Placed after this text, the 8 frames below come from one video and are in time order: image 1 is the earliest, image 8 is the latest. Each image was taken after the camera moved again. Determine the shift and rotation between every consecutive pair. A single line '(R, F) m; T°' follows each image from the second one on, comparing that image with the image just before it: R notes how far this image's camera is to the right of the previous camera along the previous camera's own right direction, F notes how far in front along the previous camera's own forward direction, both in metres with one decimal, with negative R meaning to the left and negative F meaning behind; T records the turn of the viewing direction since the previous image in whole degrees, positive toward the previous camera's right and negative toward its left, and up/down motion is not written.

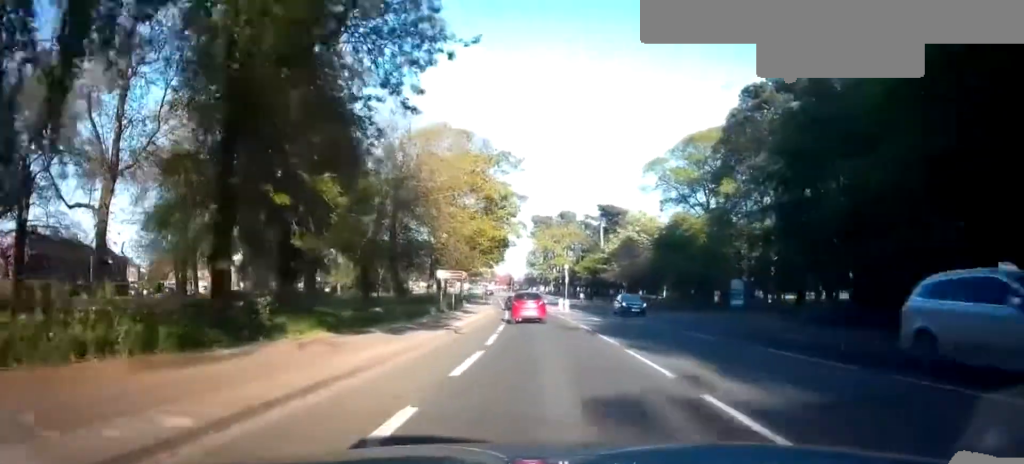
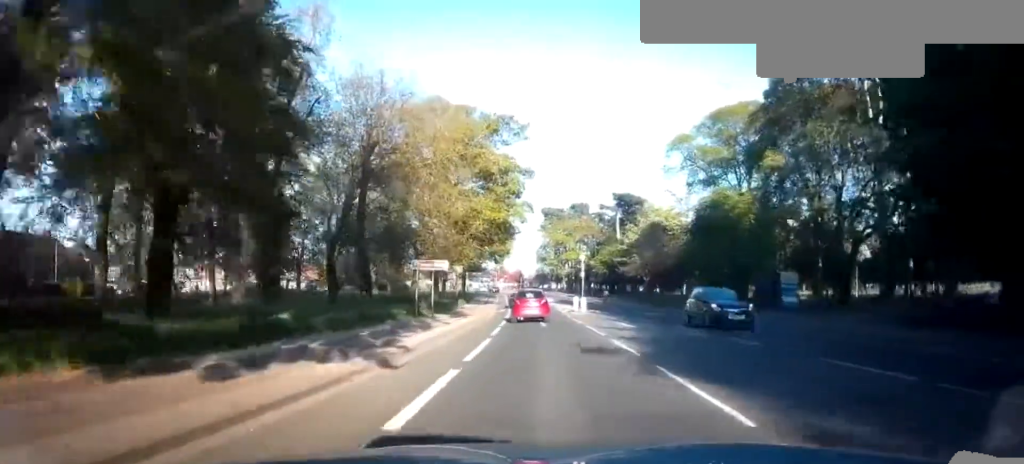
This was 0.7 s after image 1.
(-0.2, +9.2) m; 0°
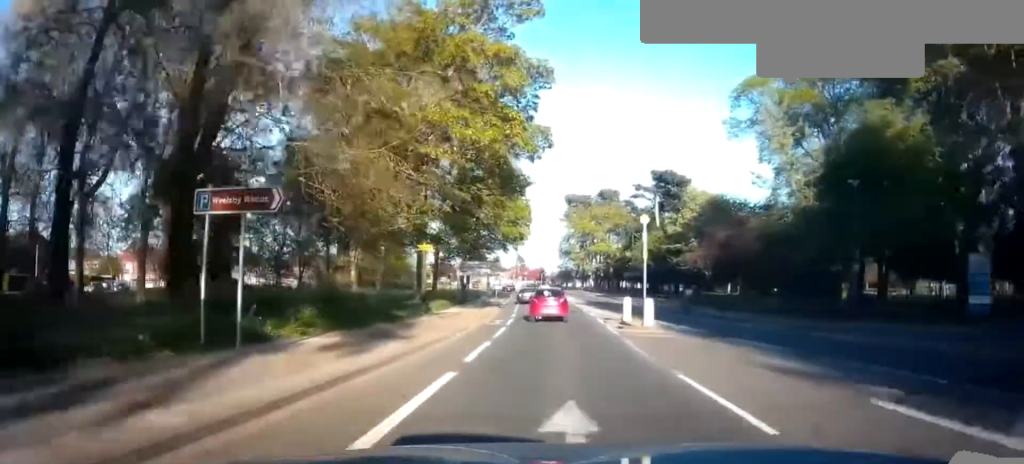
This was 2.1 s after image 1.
(-0.3, +18.4) m; -3°
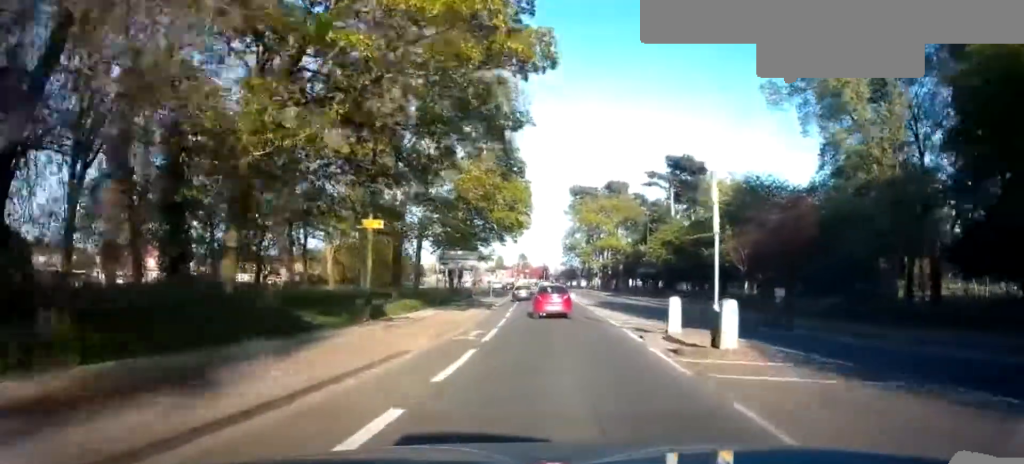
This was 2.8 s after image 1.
(-0.2, +8.8) m; -1°
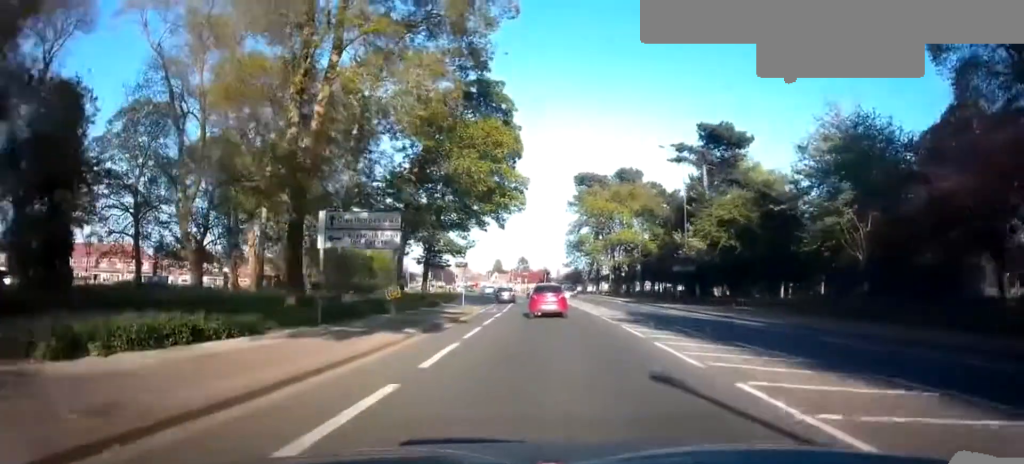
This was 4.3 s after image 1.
(+0.1, +17.5) m; -2°
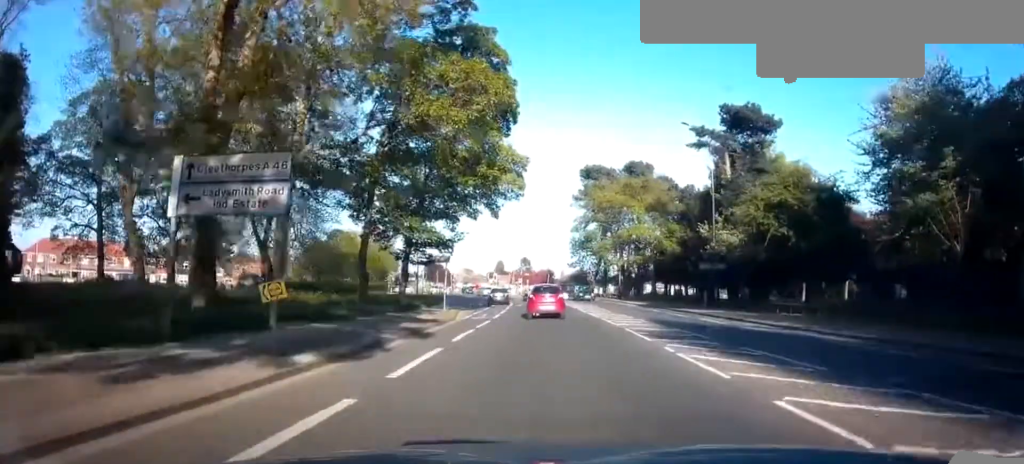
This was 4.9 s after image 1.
(-0.2, +7.2) m; -1°
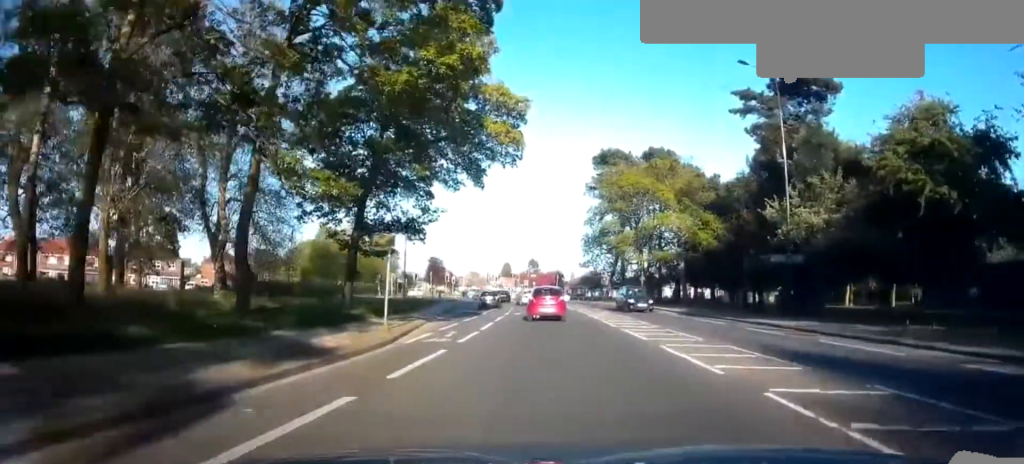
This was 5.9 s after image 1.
(-0.1, +11.3) m; +1°
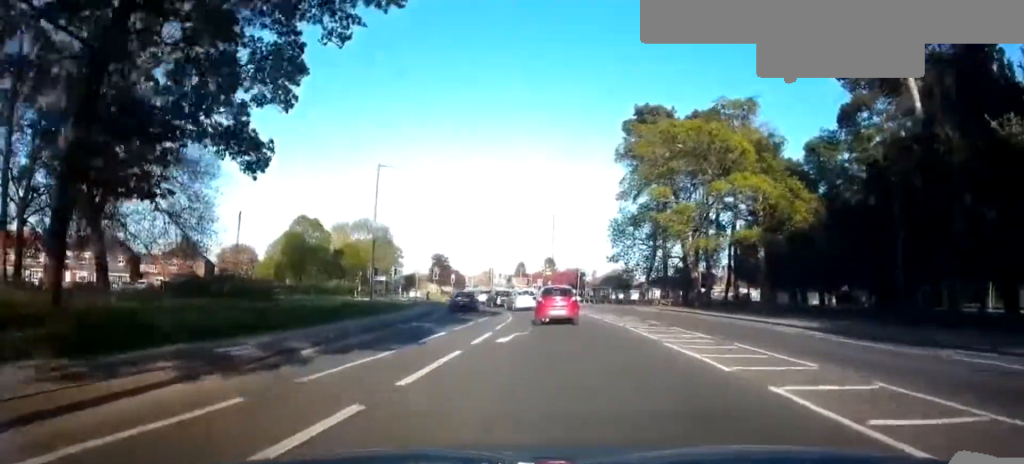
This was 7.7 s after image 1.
(+0.1, +18.1) m; -1°
